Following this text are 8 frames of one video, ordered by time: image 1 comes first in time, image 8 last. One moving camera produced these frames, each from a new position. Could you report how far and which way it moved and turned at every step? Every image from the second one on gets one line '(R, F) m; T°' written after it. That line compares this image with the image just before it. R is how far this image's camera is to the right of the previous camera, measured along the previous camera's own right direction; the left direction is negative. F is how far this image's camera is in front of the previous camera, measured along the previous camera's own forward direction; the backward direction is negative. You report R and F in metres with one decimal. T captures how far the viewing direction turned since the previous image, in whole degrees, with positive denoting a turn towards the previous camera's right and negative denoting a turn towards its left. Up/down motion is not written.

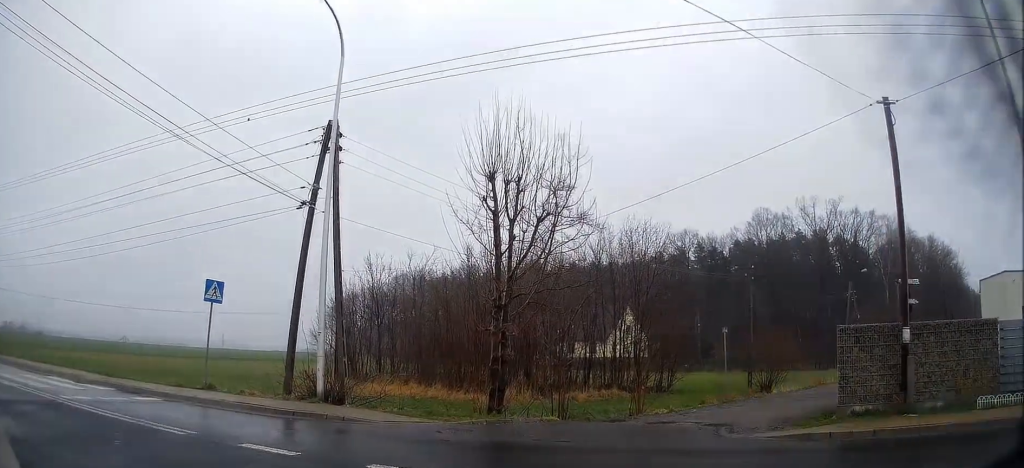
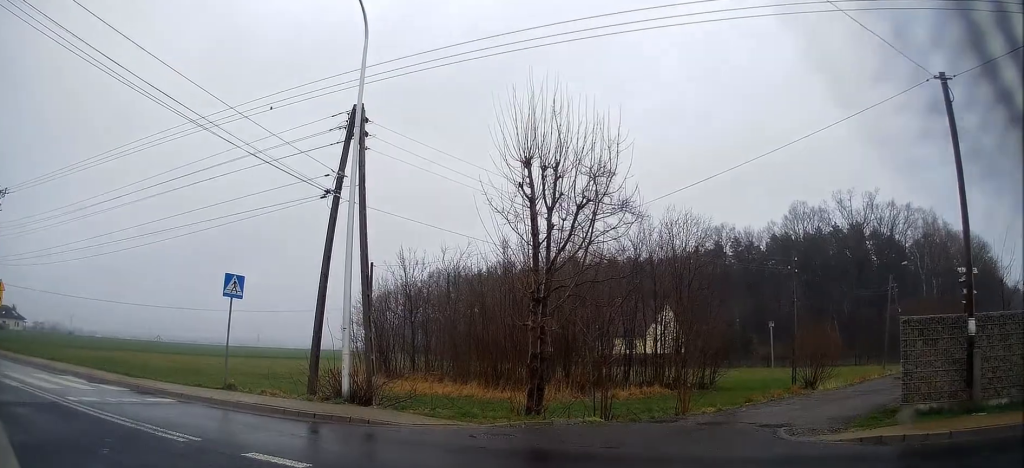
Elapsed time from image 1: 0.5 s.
(0.0, +0.9) m; -5°
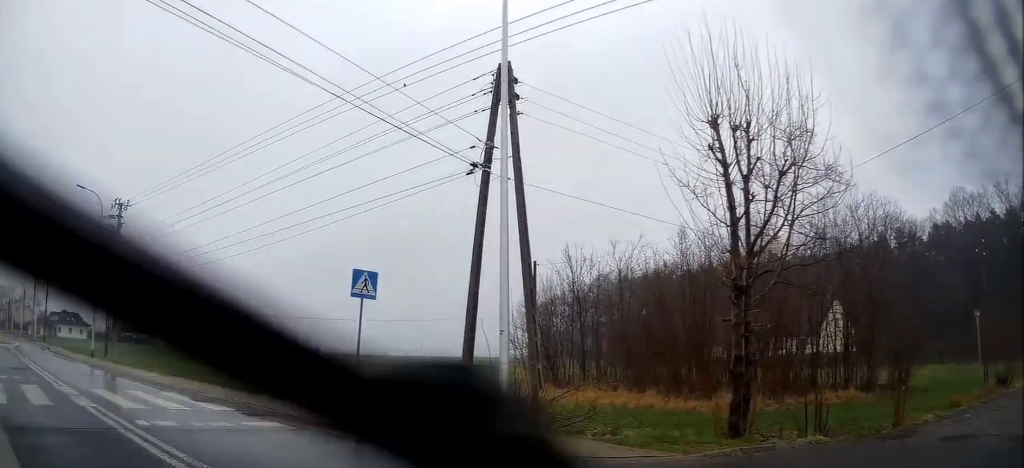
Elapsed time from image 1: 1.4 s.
(-0.2, +2.3) m; -14°
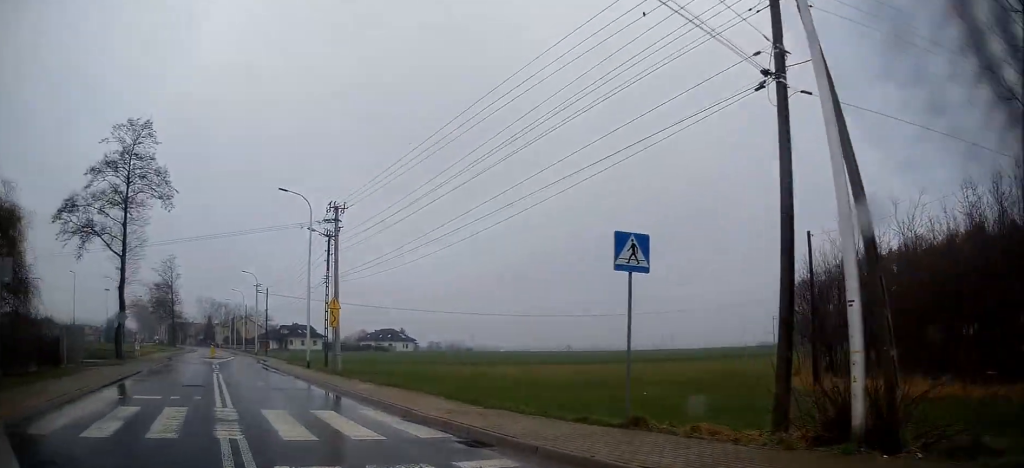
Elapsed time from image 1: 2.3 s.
(-0.4, +3.3) m; -16°
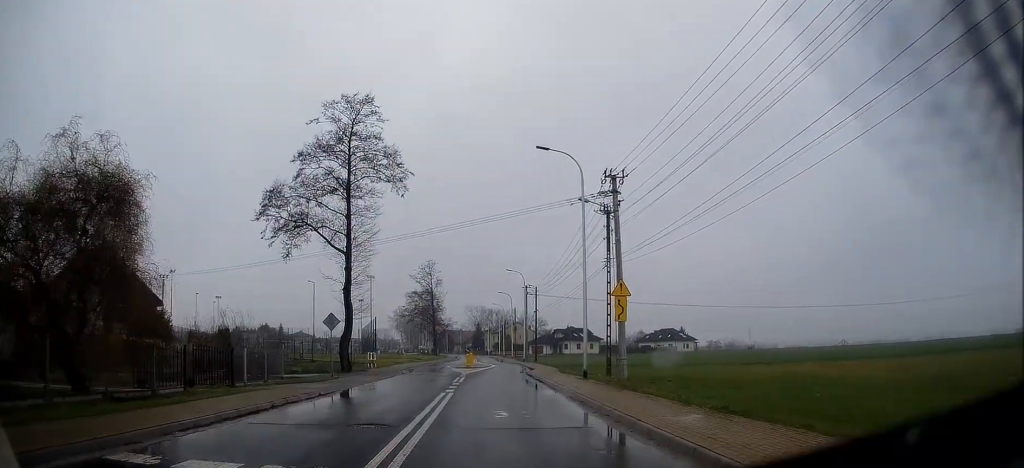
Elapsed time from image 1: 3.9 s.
(-1.5, +8.2) m; -18°
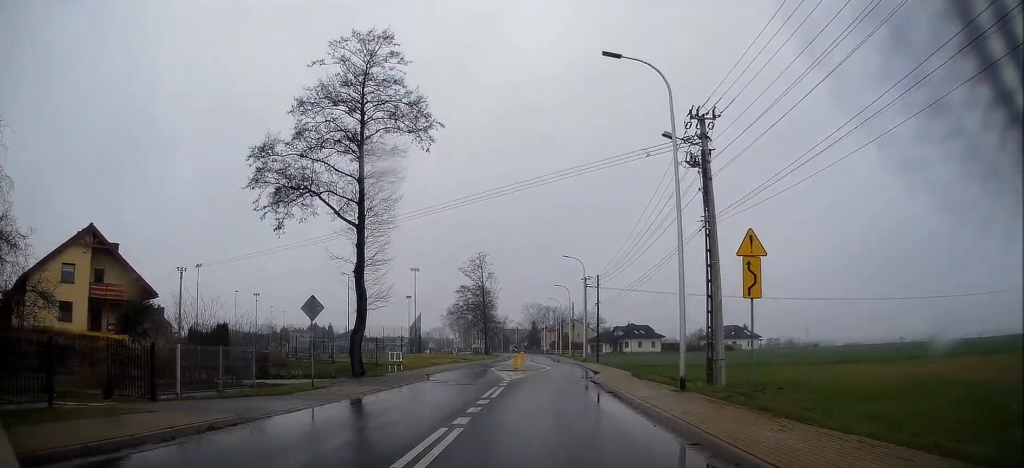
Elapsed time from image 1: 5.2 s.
(-0.7, +8.5) m; -6°
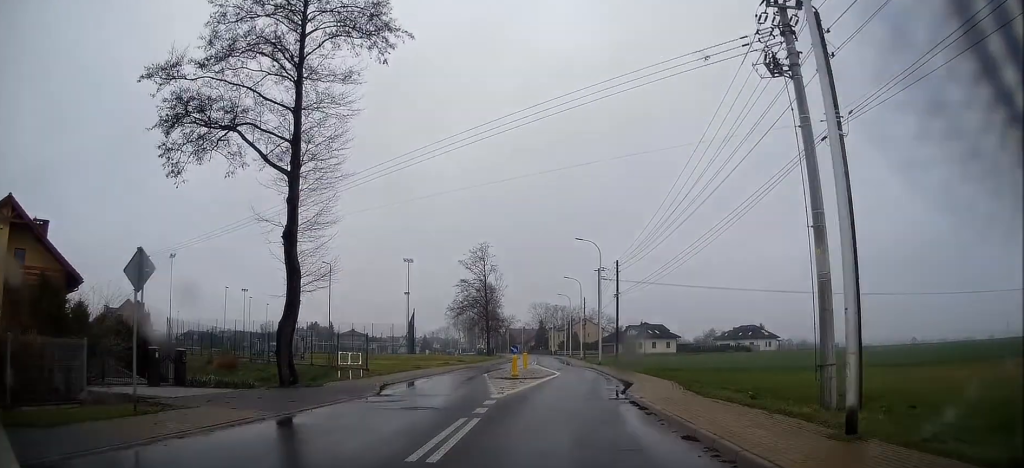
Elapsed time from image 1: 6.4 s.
(0.0, +9.7) m; -1°
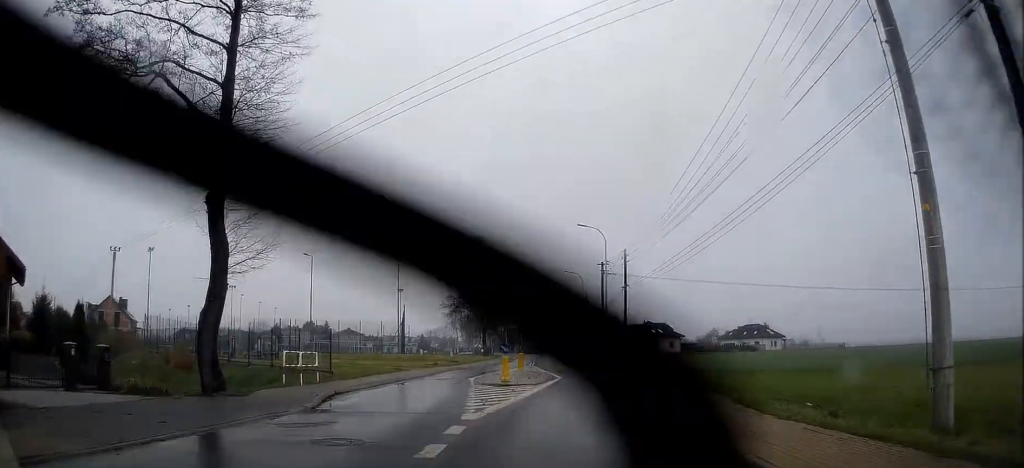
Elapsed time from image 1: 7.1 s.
(-0.1, +5.3) m; 0°
